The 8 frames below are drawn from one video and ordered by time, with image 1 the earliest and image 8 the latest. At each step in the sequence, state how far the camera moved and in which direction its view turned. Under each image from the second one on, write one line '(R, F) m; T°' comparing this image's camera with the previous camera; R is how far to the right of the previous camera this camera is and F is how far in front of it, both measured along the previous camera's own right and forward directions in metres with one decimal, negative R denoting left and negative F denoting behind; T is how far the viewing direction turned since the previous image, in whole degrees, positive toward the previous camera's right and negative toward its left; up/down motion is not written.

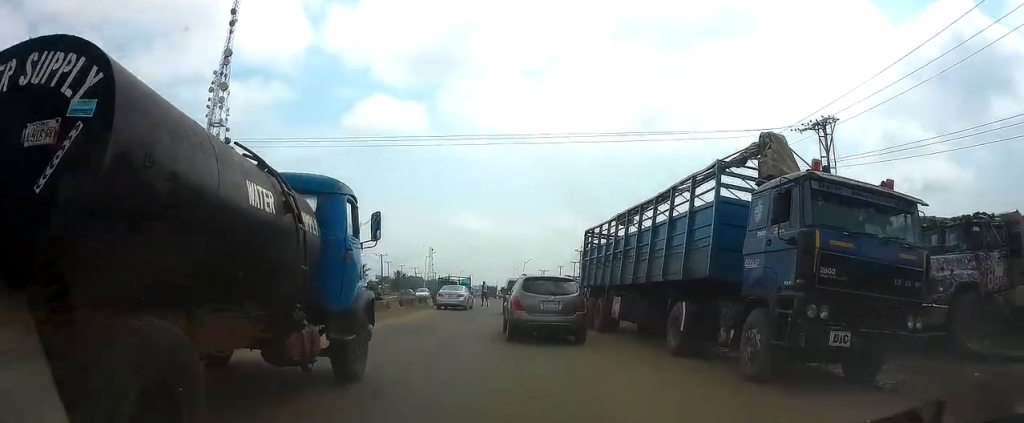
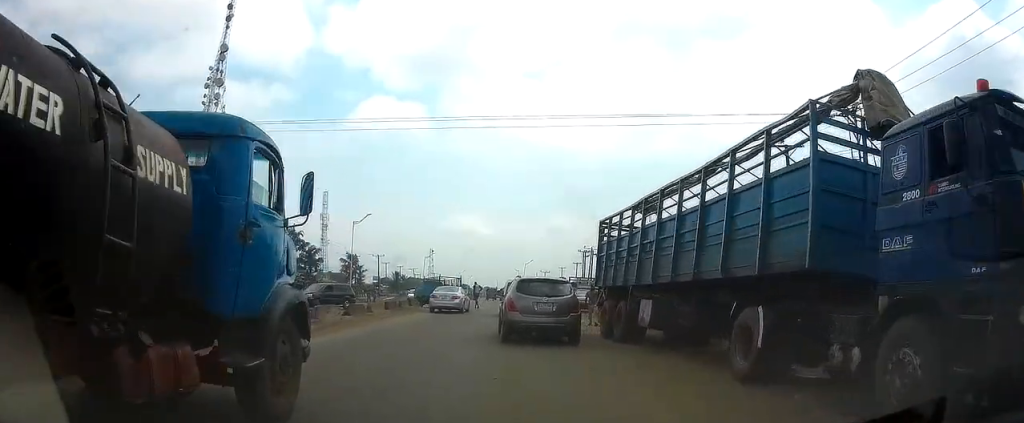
(0.0, +3.7) m; 0°
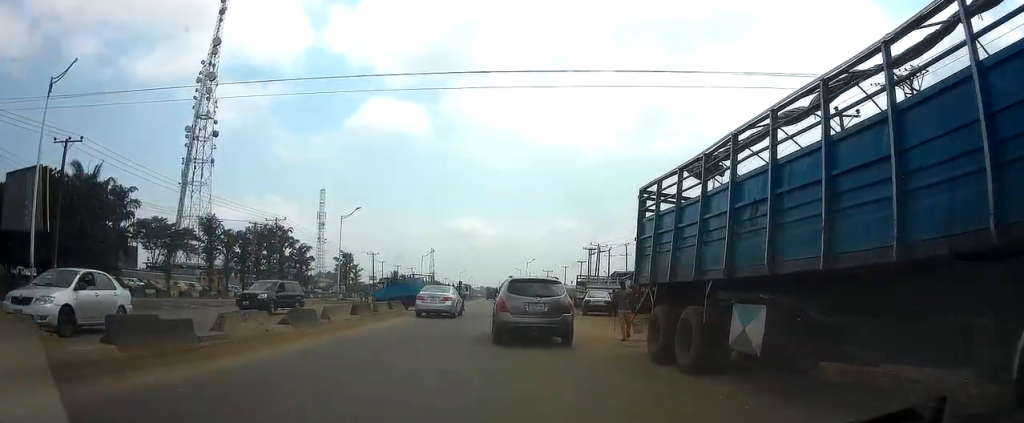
(0.0, +5.8) m; 0°
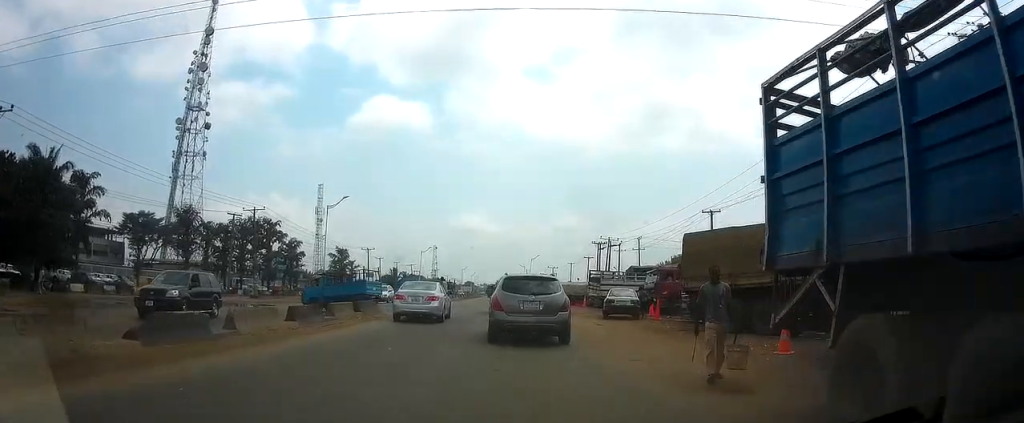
(+0.1, +6.4) m; -1°
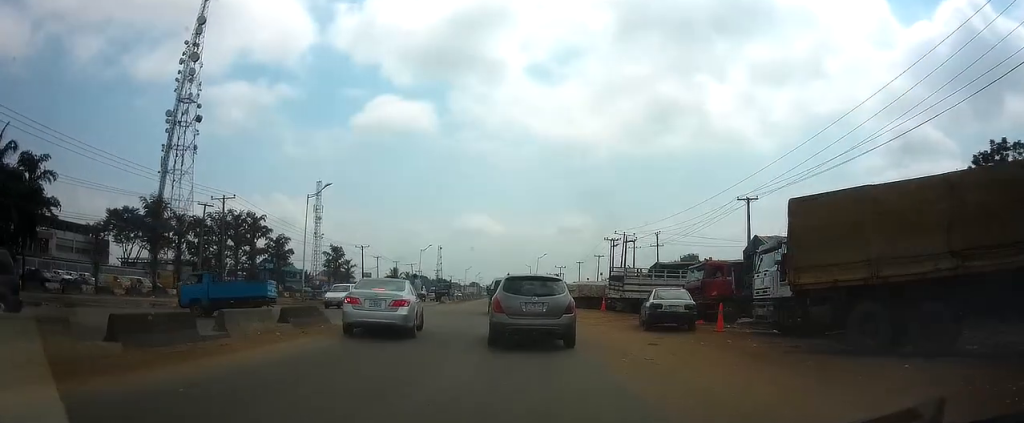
(-0.1, +7.7) m; -1°
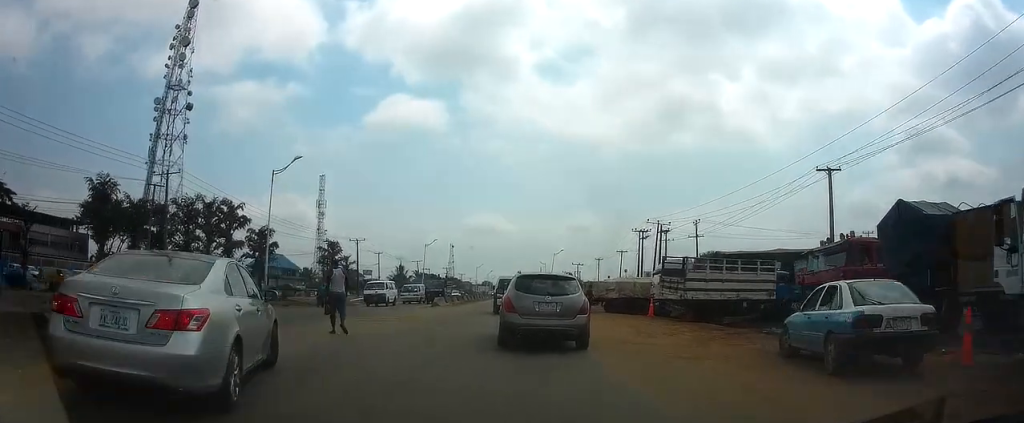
(-0.1, +11.4) m; -1°
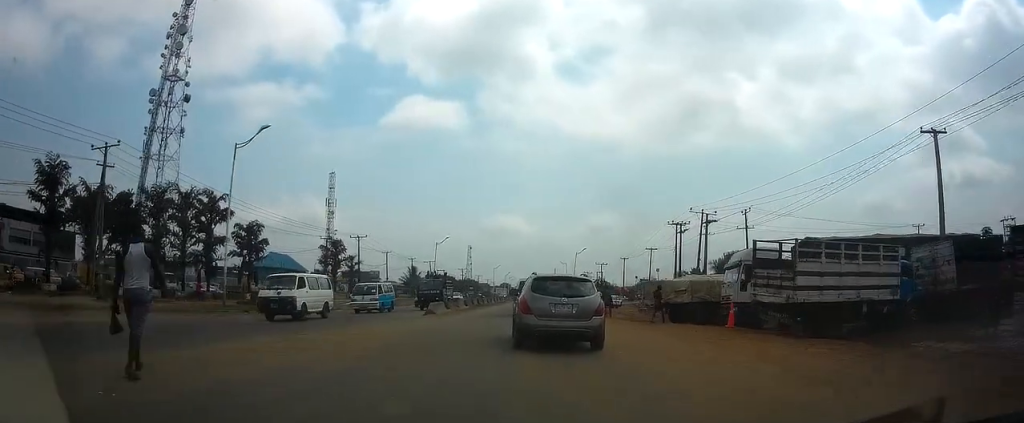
(-0.1, +9.4) m; -1°
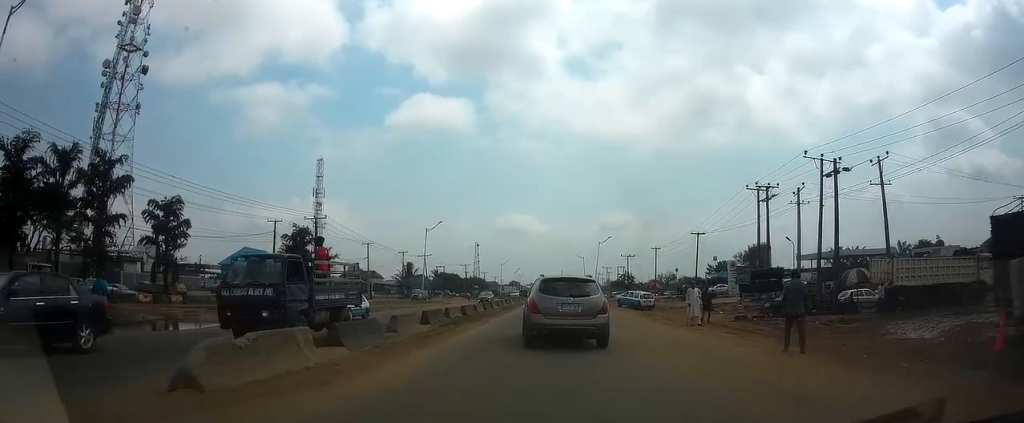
(-0.4, +21.1) m; -1°
